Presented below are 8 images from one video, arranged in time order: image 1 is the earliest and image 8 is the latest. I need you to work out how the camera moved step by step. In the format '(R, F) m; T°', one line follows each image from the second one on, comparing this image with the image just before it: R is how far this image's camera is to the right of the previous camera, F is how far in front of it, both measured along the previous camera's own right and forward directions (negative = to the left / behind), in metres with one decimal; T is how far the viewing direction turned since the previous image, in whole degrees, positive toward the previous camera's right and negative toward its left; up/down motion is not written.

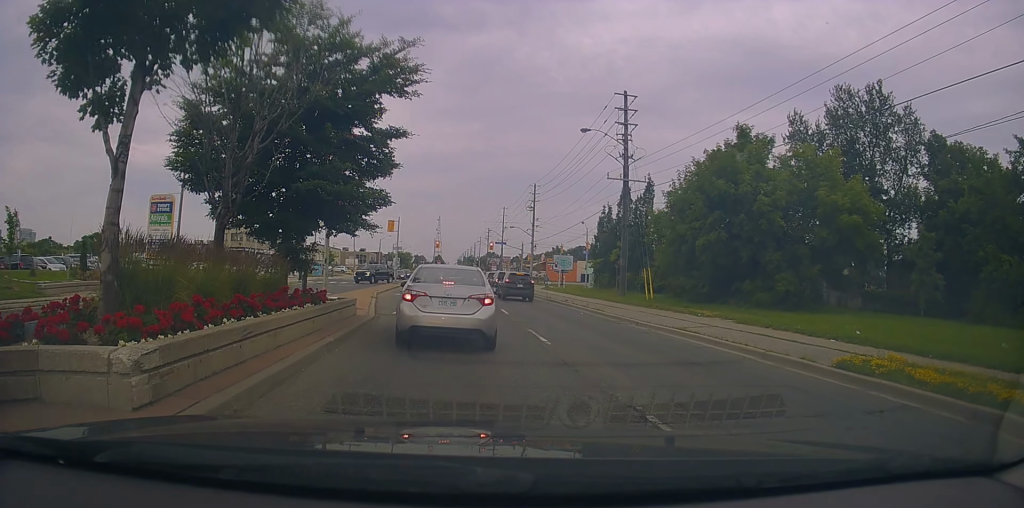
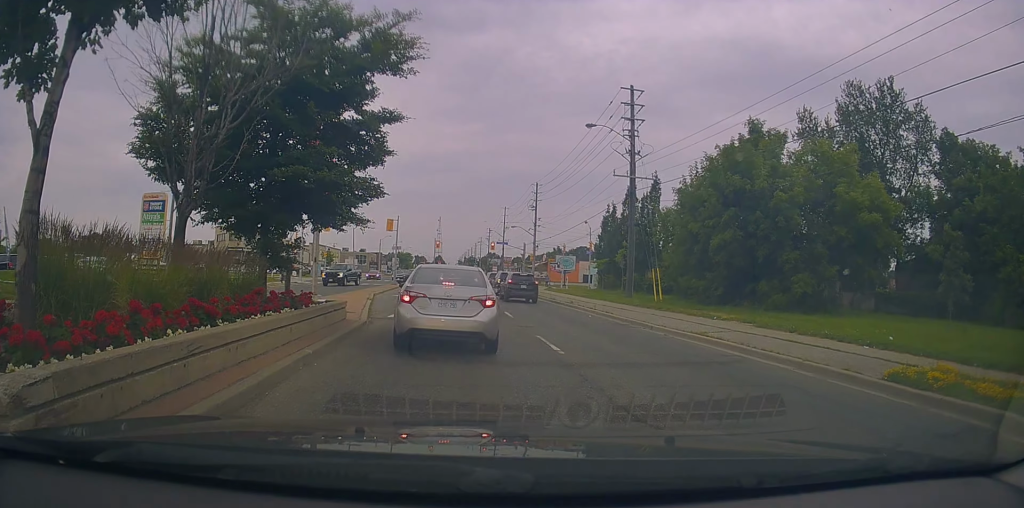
(-0.1, +1.4) m; 0°
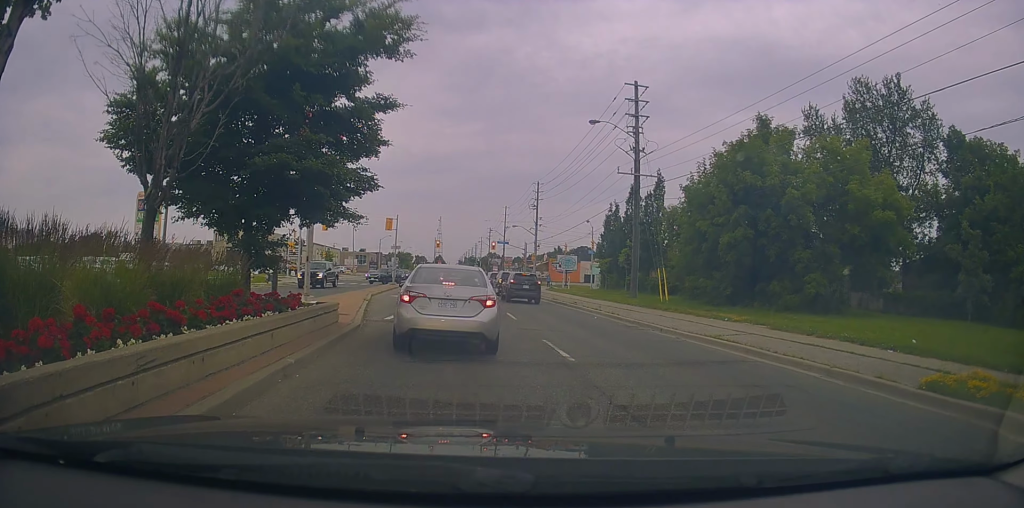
(+0.4, +0.8) m; 0°
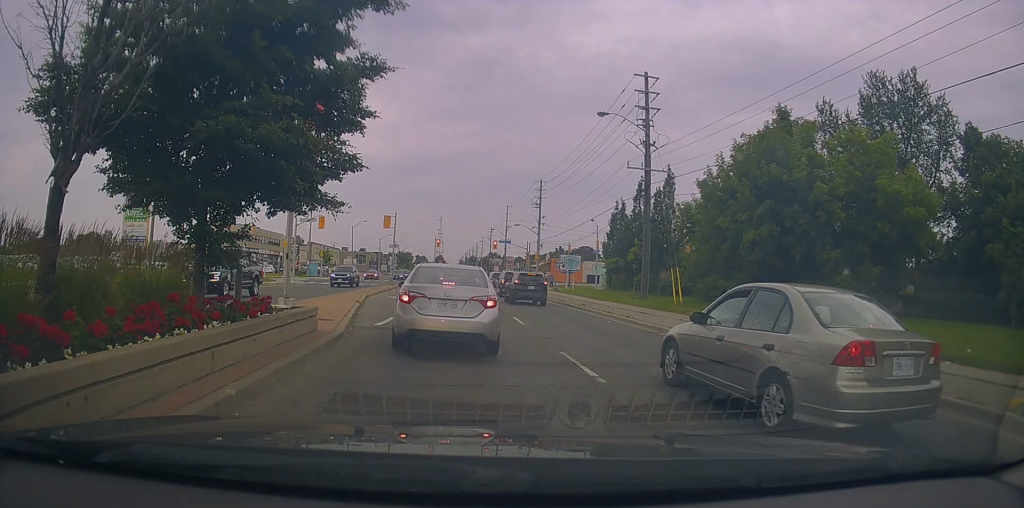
(+0.4, +1.3) m; 0°
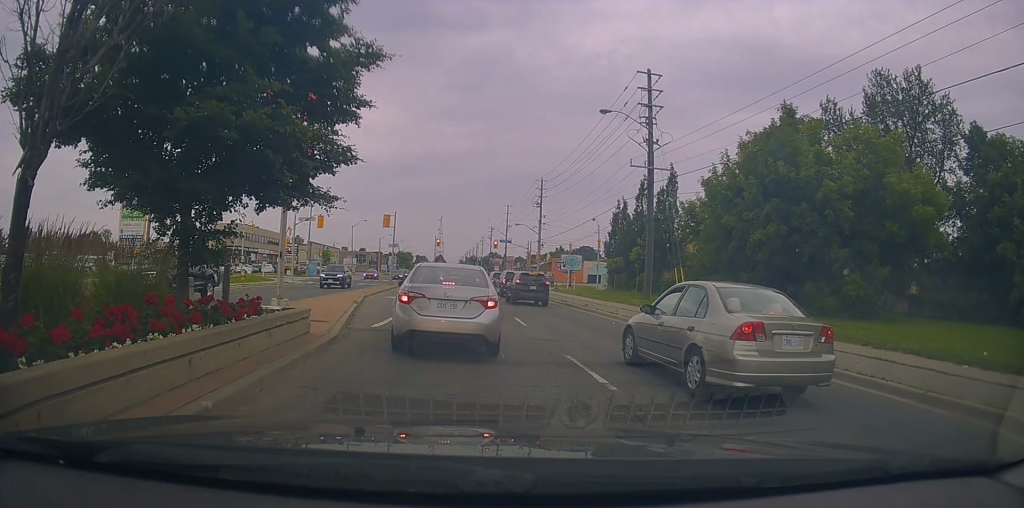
(-0.2, +0.3) m; 0°
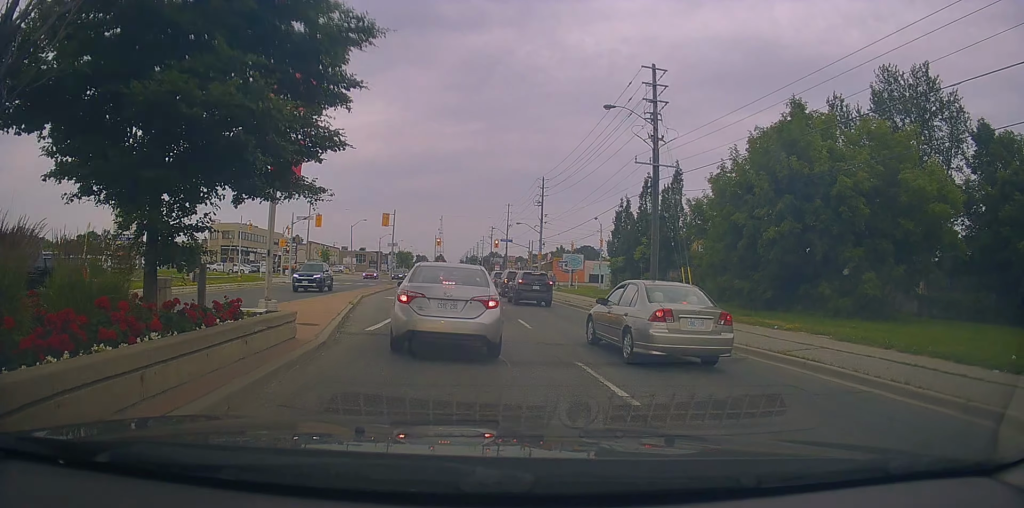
(0.0, +0.6) m; 0°
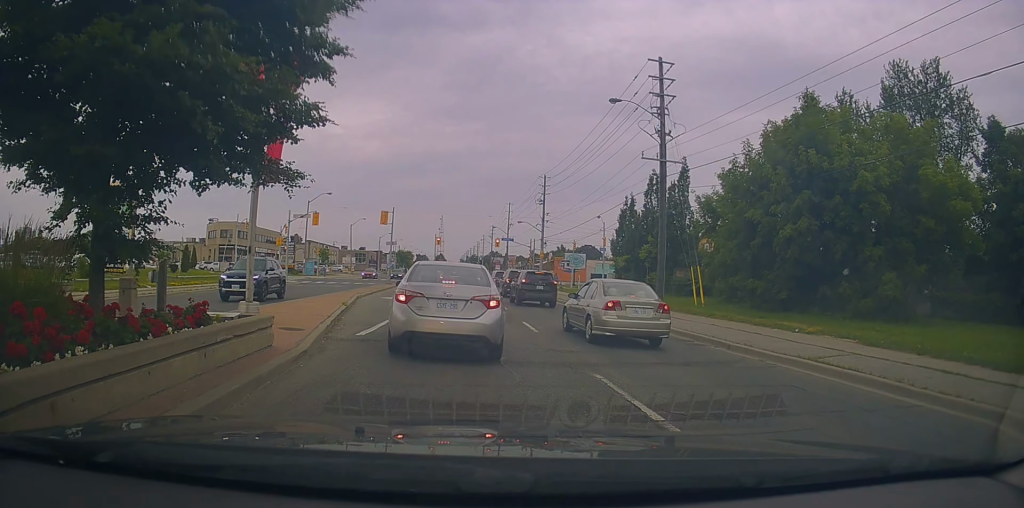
(+0.5, +0.9) m; 0°
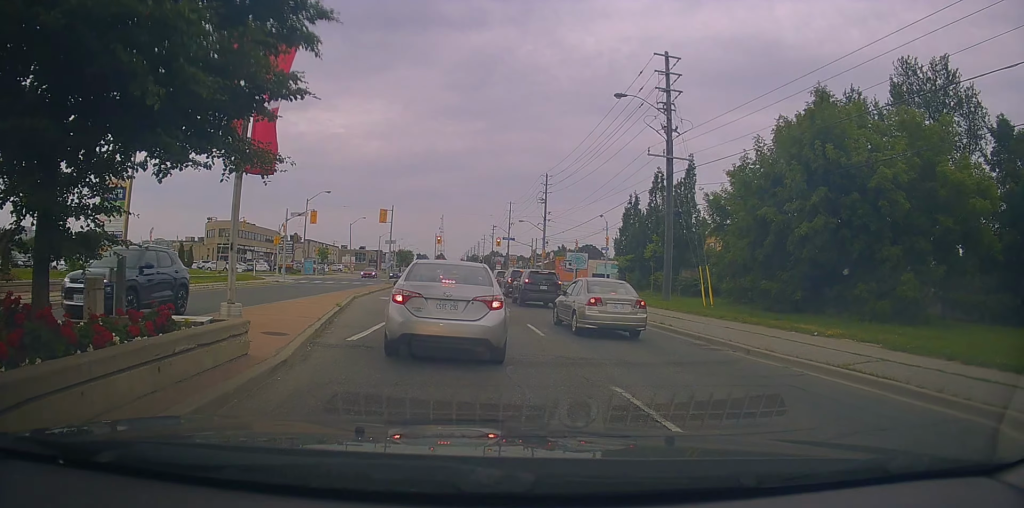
(+0.4, +0.8) m; 0°
